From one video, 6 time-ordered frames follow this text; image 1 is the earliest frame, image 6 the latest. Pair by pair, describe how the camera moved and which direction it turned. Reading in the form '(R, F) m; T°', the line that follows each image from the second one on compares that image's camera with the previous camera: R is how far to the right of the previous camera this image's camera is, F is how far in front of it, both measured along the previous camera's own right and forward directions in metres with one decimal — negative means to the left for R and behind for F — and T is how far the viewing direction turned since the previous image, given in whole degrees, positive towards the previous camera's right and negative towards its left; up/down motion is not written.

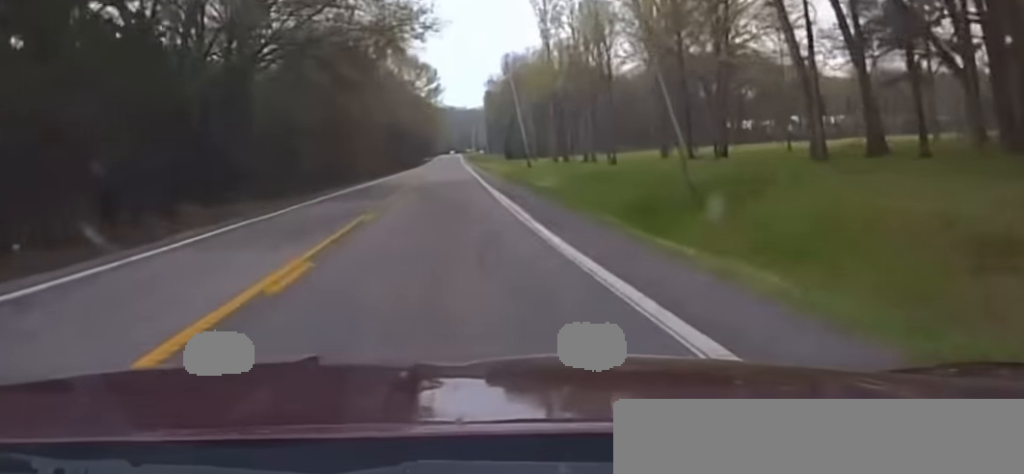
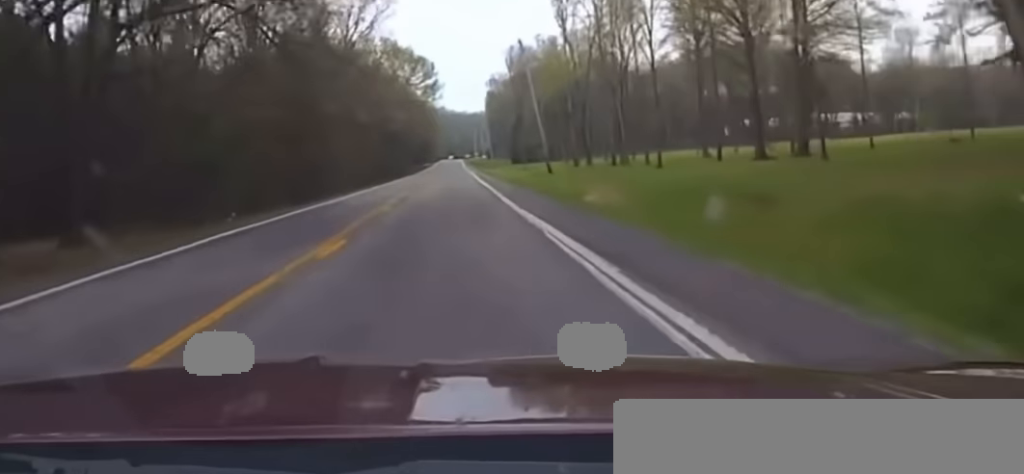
(-0.5, +18.7) m; -1°
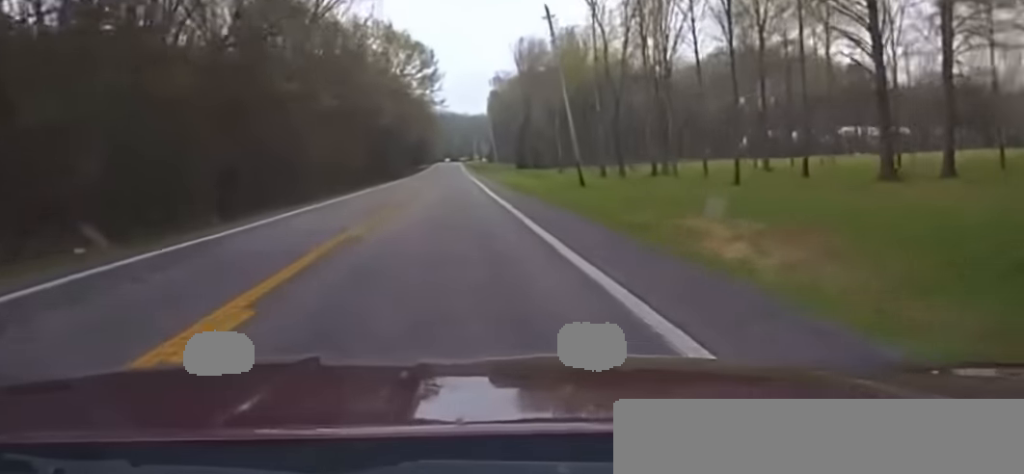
(-0.1, +17.9) m; 0°
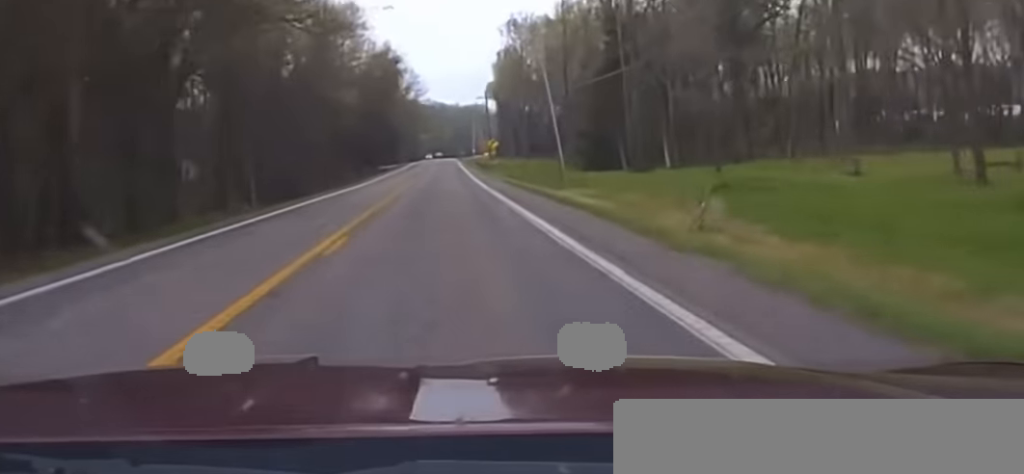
(+2.2, +101.0) m; +2°
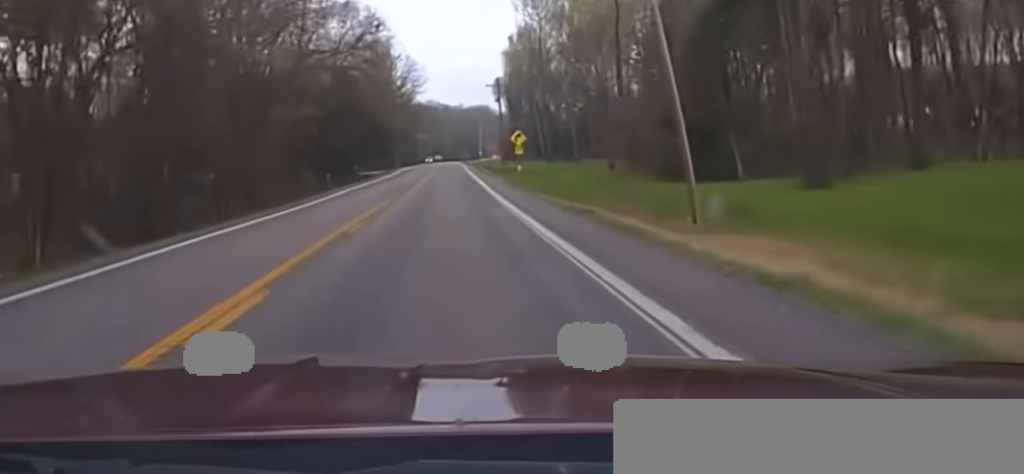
(0.0, +32.3) m; 0°
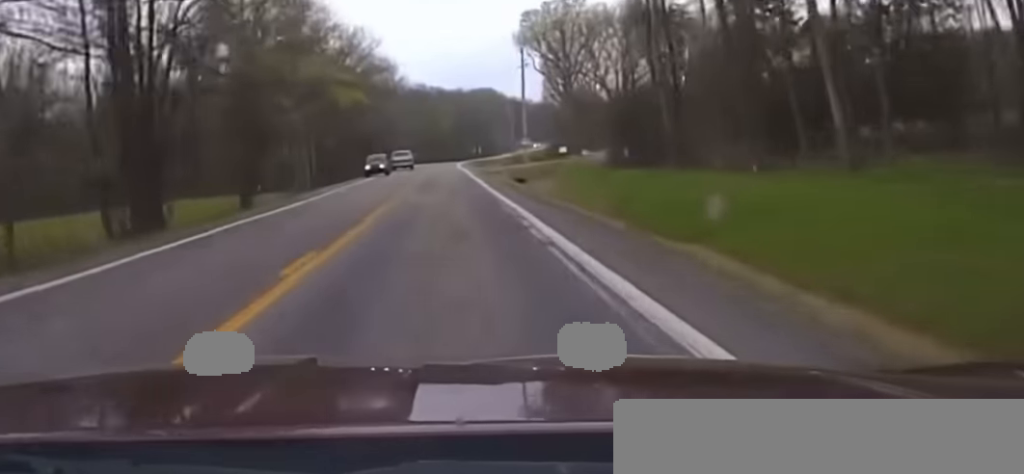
(+0.5, +143.4) m; +1°
